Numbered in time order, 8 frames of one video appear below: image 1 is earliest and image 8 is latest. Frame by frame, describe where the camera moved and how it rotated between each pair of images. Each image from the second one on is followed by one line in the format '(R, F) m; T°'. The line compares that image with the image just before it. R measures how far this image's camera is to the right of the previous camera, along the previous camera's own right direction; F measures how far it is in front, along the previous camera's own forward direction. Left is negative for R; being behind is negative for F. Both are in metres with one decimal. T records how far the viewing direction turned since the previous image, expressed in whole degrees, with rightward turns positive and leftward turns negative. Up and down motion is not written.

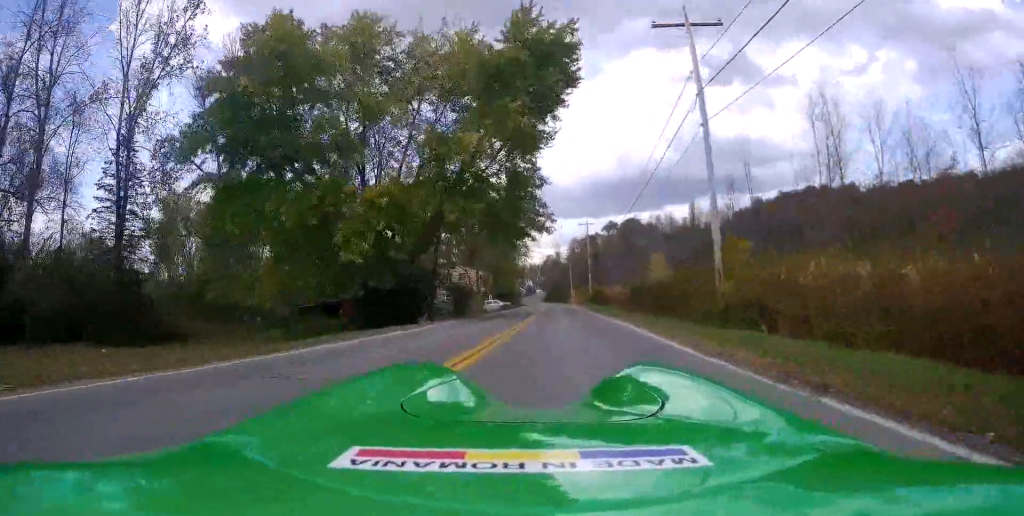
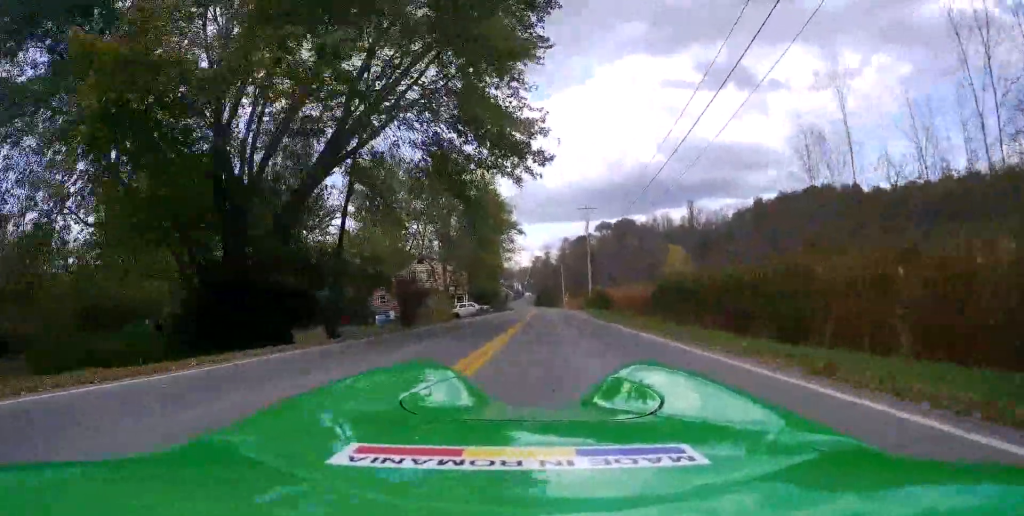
(-1.4, +15.6) m; -4°
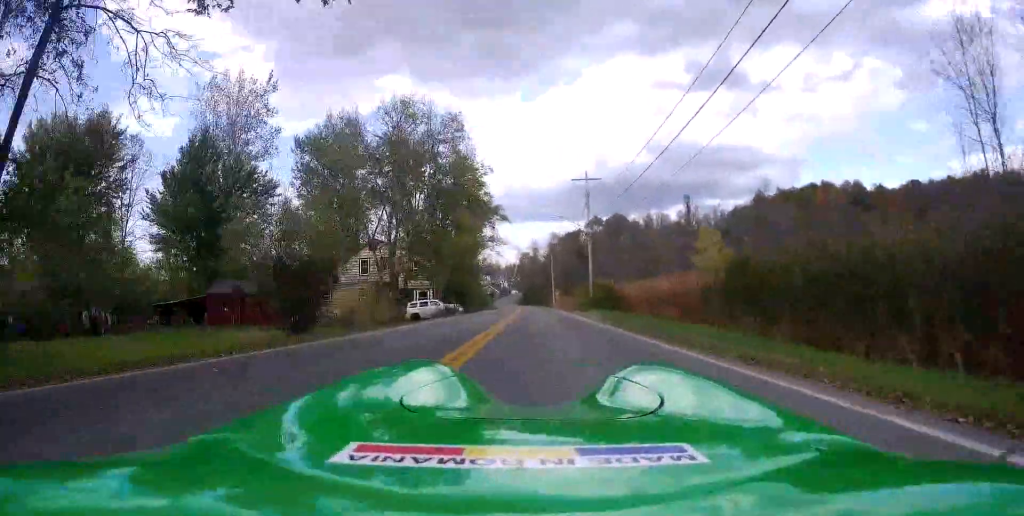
(+0.7, +14.8) m; +4°
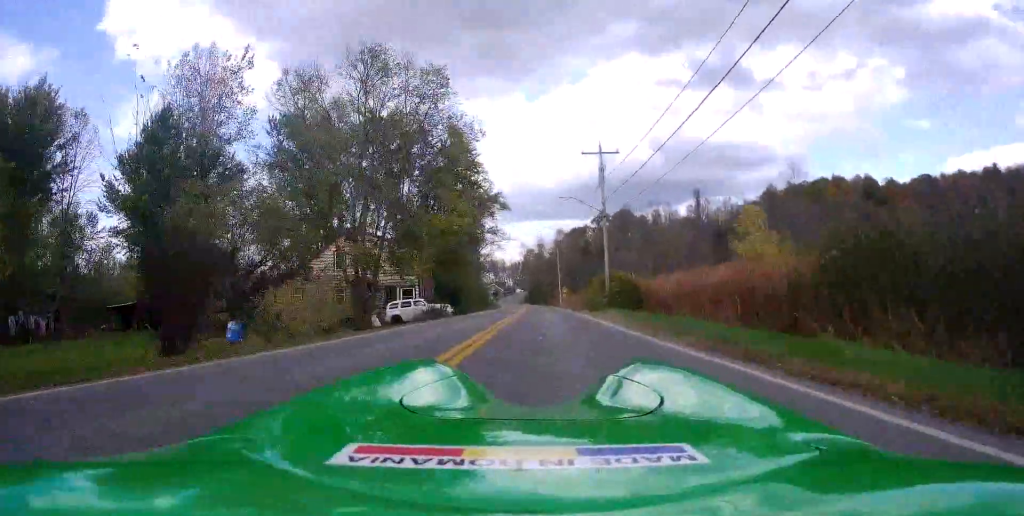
(0.0, +7.8) m; 0°
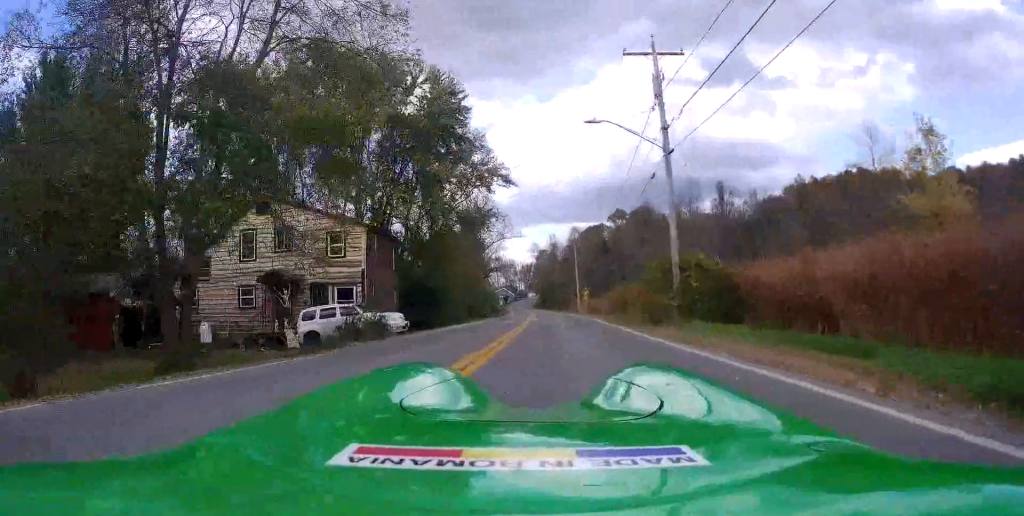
(+0.1, +16.5) m; +1°
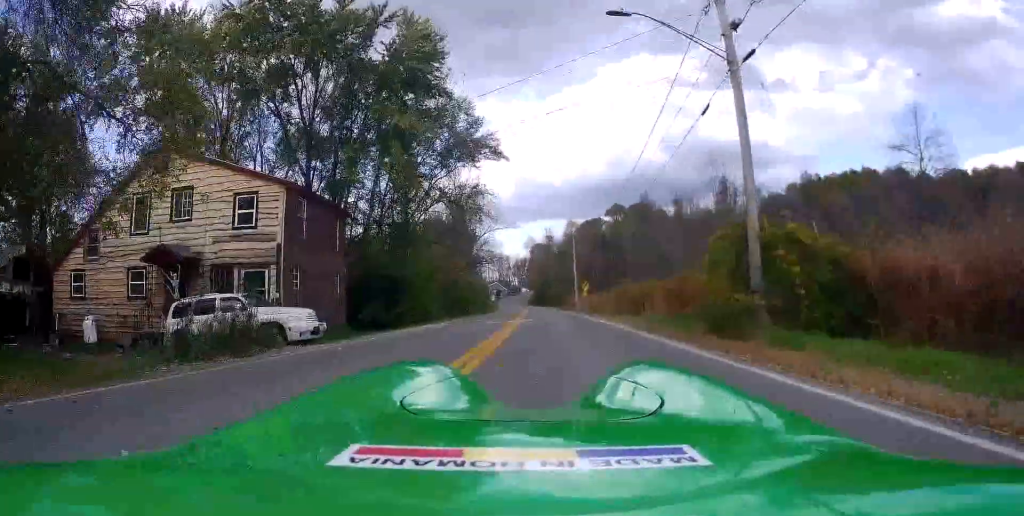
(0.0, +8.8) m; 0°
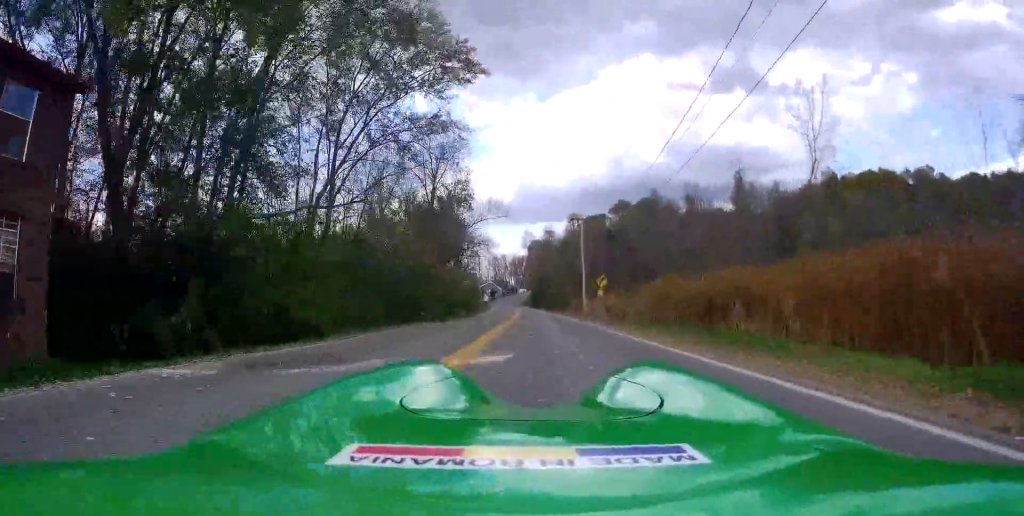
(0.0, +17.0) m; 0°
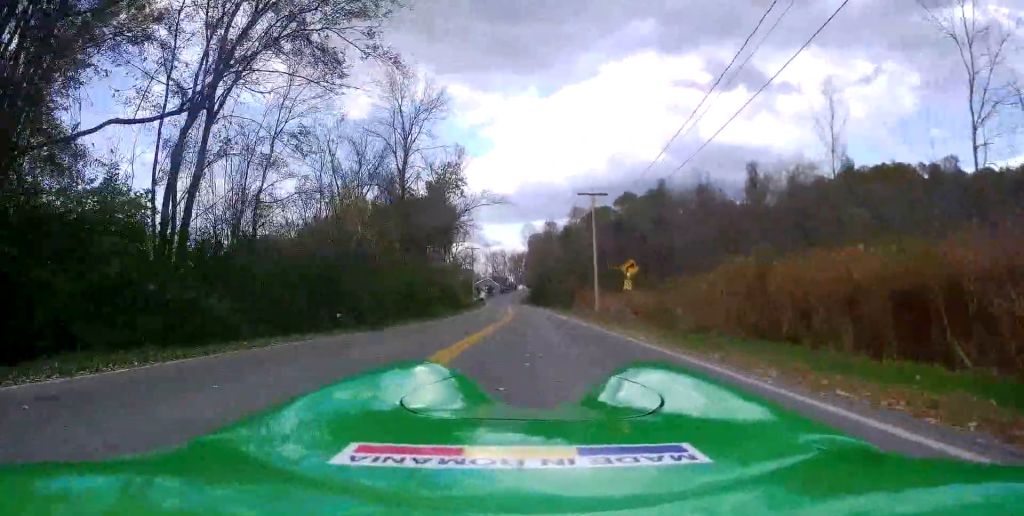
(0.0, +12.8) m; 0°
